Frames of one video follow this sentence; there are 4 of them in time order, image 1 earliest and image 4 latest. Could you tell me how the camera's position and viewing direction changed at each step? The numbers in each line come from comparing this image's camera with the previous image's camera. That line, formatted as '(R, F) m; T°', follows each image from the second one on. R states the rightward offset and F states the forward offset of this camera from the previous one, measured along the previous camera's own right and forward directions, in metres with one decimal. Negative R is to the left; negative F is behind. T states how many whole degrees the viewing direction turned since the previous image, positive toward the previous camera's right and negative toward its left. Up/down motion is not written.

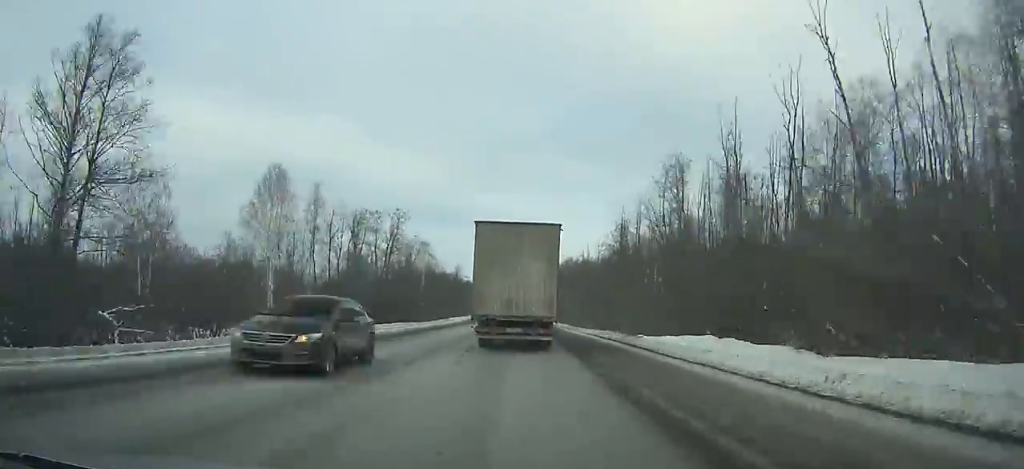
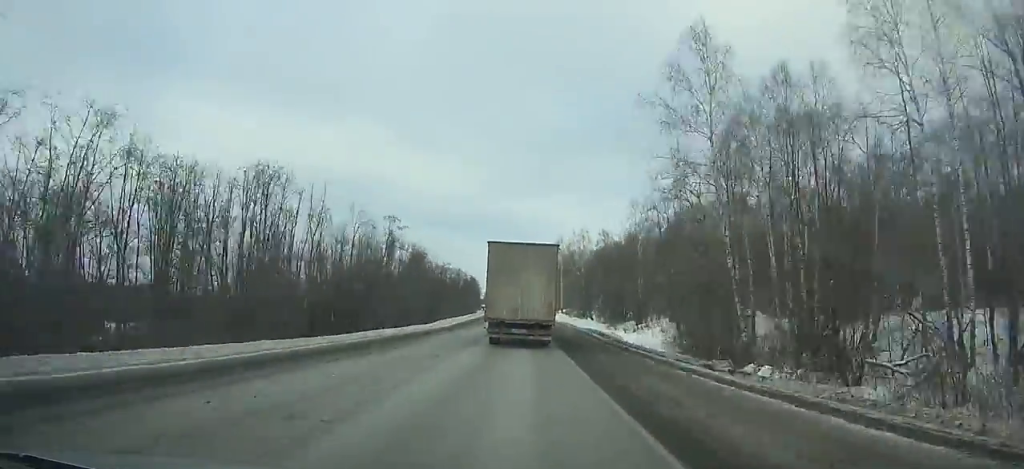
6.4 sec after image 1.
(-3.8, +149.3) m; -3°
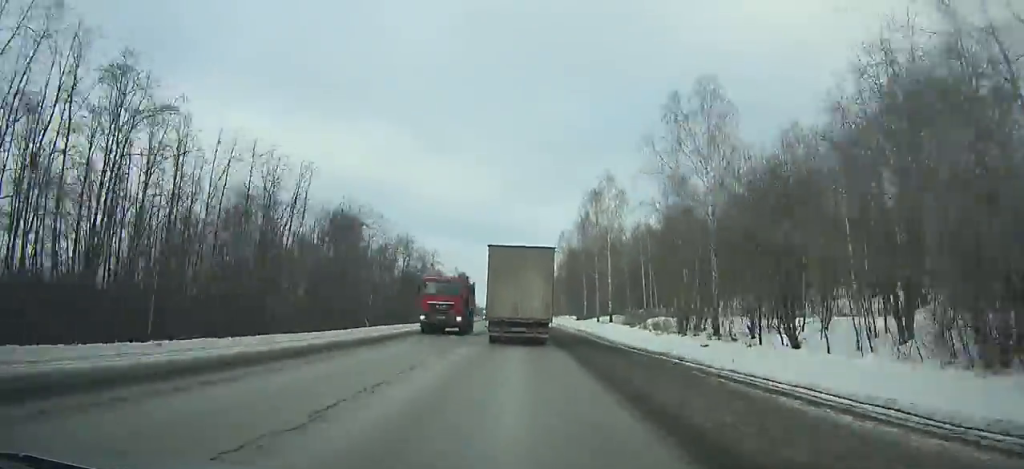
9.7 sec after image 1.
(-1.1, +74.1) m; -2°
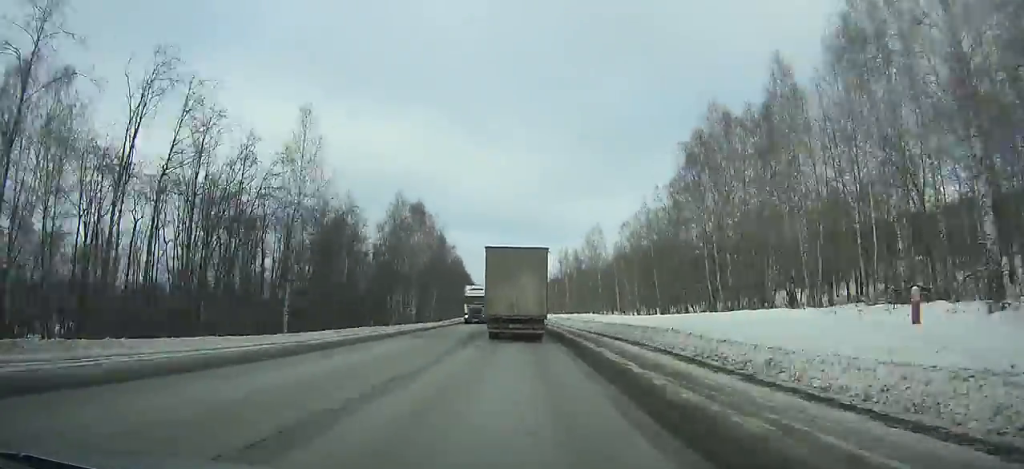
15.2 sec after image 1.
(-2.7, +118.8) m; -2°
